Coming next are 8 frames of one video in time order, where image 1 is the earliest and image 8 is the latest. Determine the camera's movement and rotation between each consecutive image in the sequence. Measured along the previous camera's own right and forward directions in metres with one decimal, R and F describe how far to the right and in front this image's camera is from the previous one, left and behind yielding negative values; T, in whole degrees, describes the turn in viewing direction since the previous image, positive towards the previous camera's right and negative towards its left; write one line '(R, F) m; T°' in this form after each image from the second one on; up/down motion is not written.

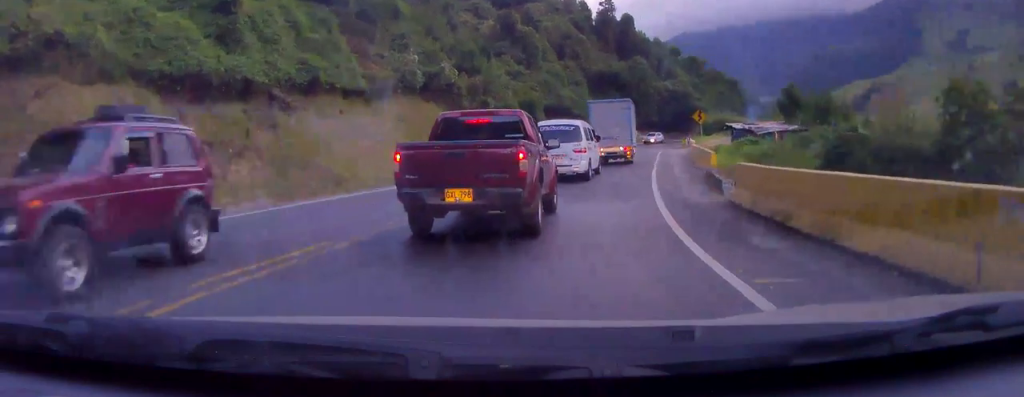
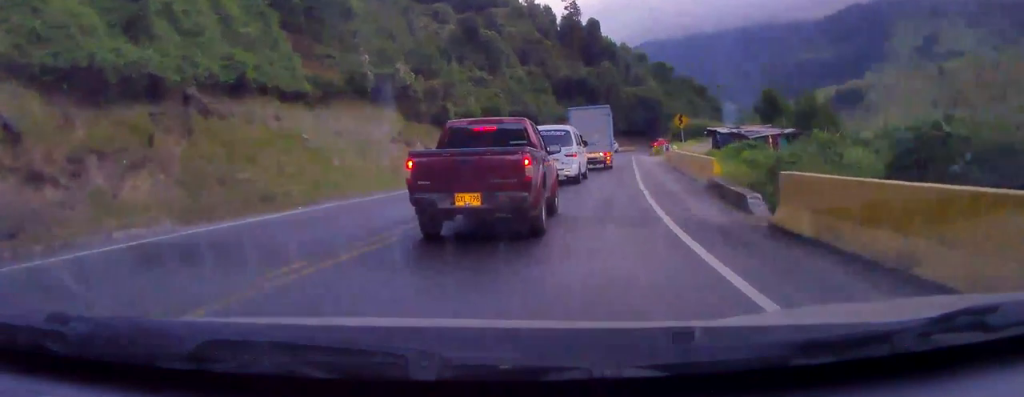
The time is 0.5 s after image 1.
(0.0, +4.1) m; +3°
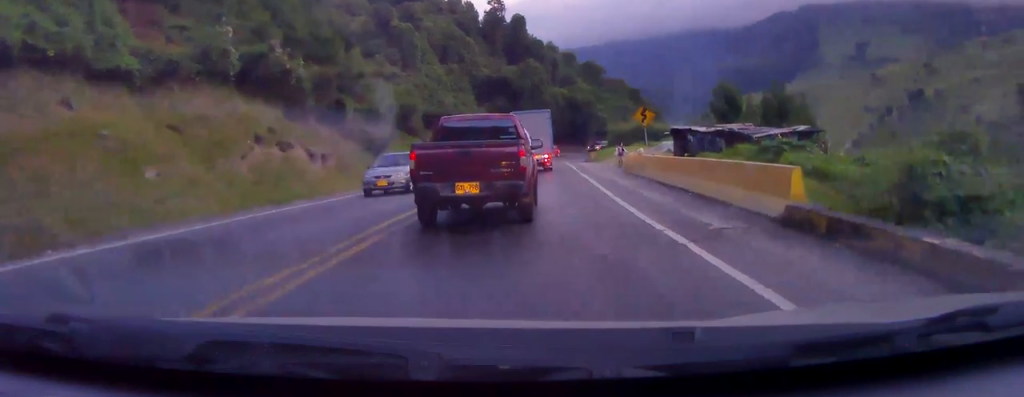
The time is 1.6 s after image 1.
(+0.8, +9.3) m; +4°
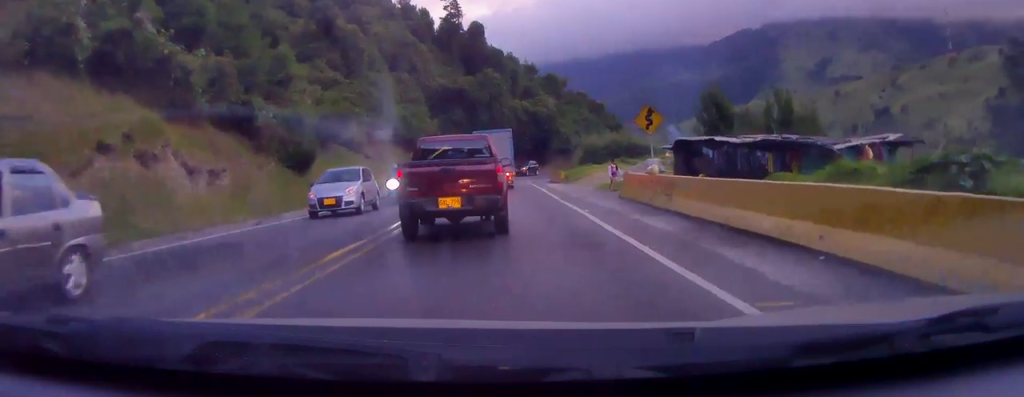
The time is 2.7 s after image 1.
(-0.1, +8.4) m; +3°
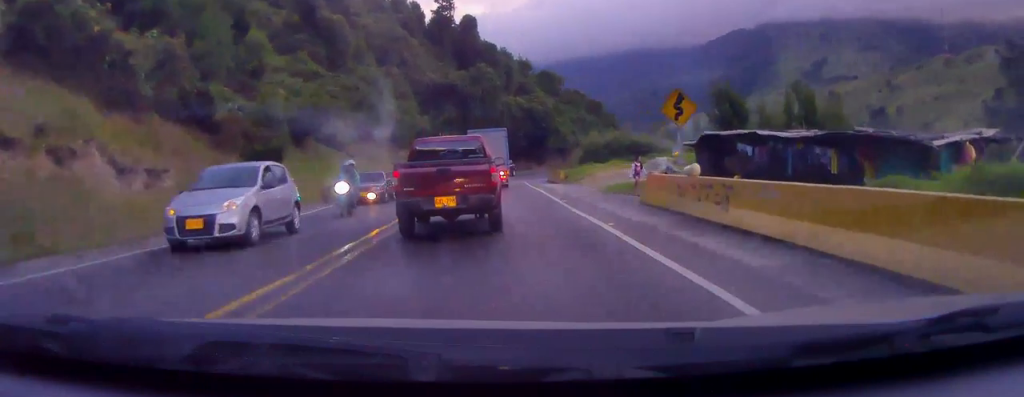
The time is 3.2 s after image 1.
(+0.2, +4.0) m; +2°
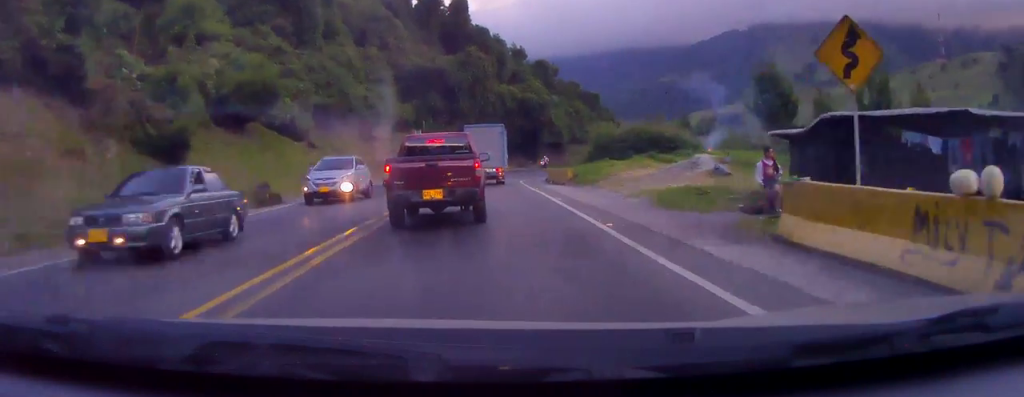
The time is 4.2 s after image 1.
(+0.2, +8.7) m; +2°
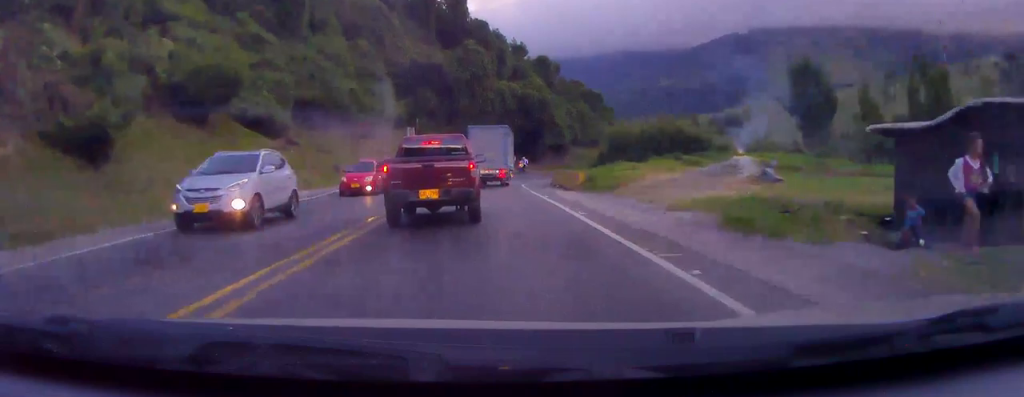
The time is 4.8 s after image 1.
(0.0, +4.6) m; +3°
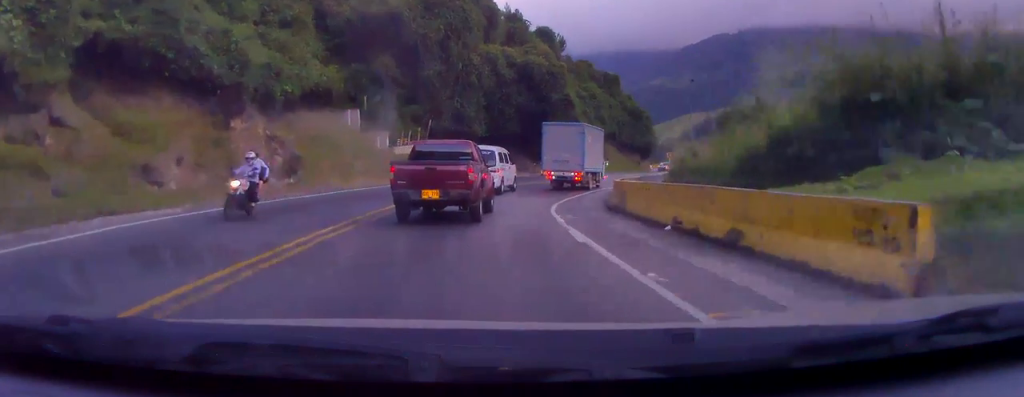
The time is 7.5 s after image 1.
(+1.0, +21.9) m; 0°
